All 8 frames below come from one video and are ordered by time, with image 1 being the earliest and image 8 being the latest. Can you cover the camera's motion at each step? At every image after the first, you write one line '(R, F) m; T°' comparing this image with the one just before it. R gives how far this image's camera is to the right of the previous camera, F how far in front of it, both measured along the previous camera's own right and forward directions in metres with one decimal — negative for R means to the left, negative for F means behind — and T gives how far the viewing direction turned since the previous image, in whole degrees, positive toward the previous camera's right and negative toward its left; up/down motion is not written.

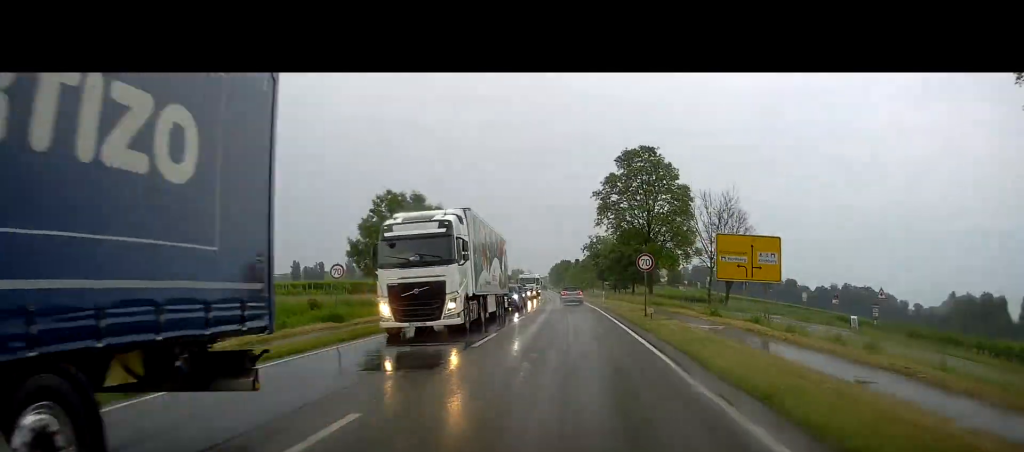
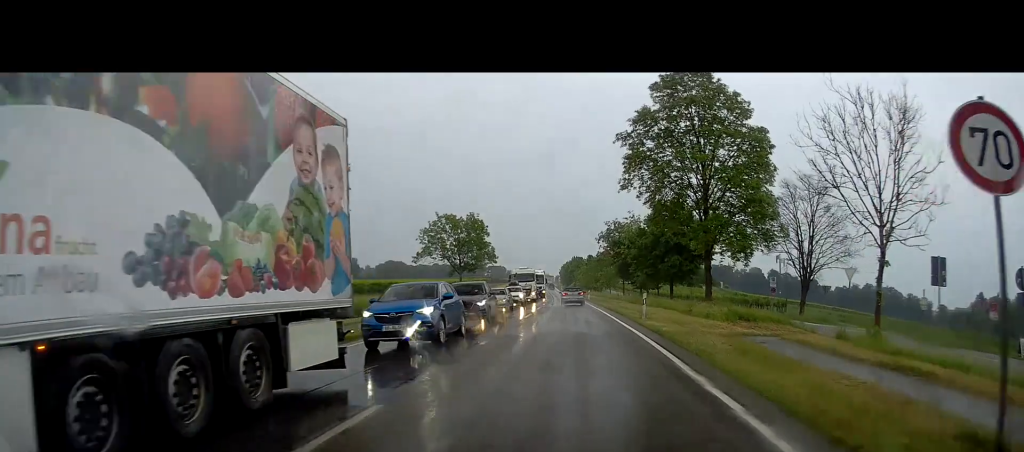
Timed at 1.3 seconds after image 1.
(-0.1, +23.5) m; -1°
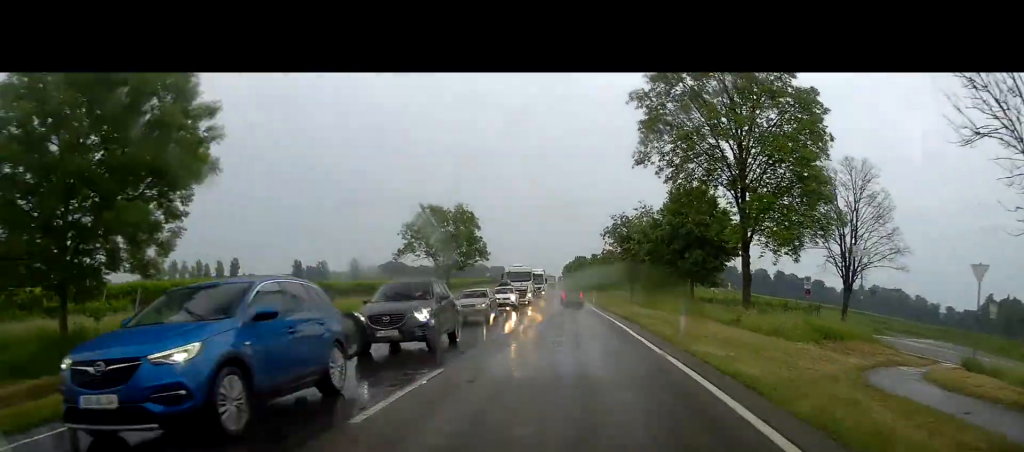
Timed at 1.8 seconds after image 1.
(-0.1, +8.8) m; -1°
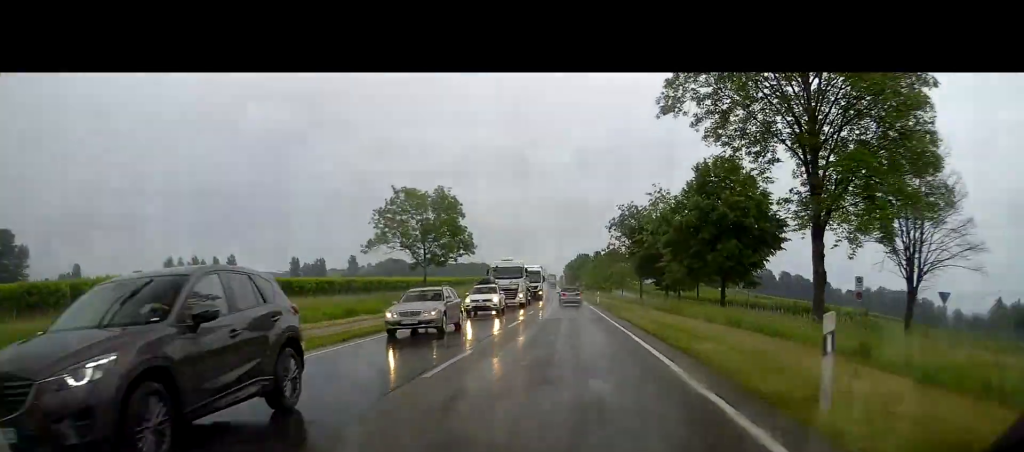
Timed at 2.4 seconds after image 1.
(-0.2, +9.9) m; -1°
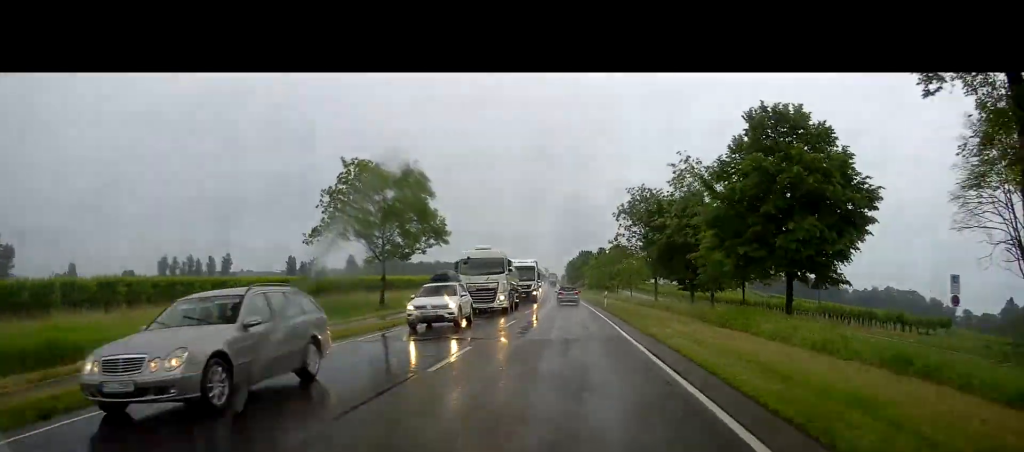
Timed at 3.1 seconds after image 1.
(0.0, +12.2) m; -1°
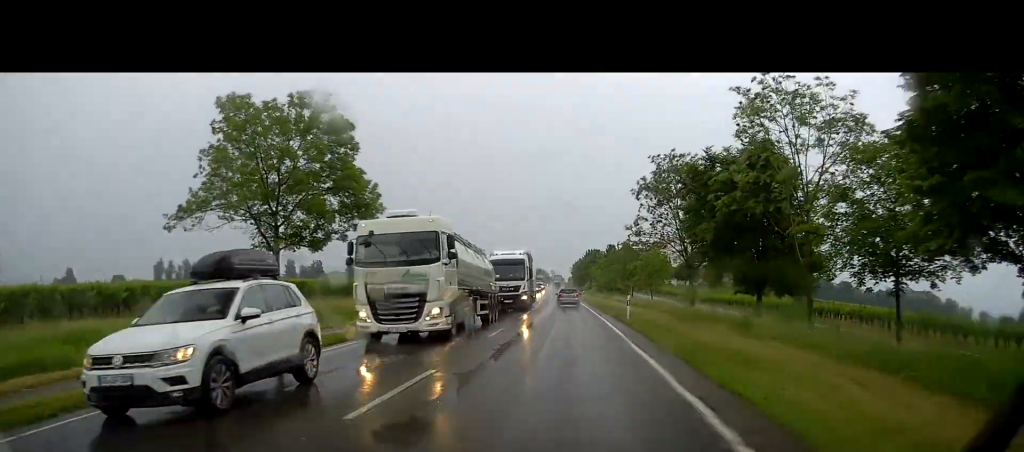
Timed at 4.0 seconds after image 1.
(-0.1, +16.1) m; +1°
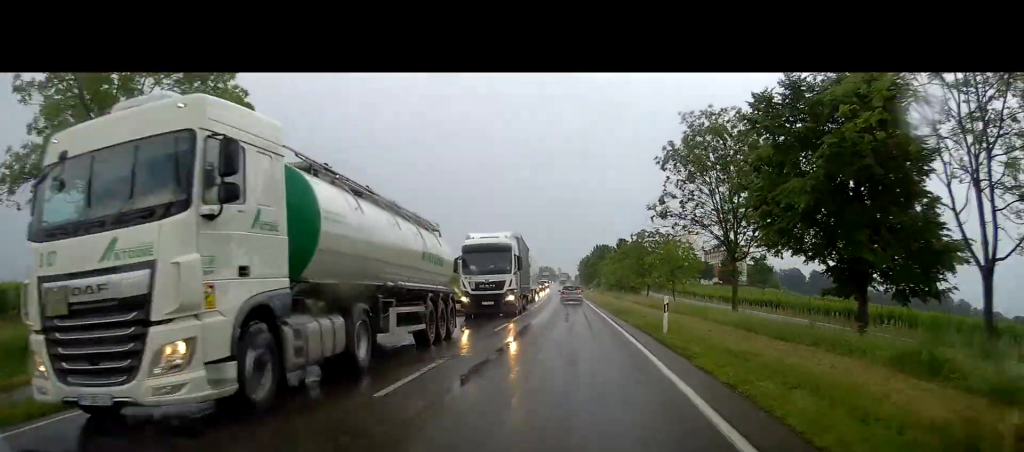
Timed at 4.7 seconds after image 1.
(0.0, +10.8) m; +1°
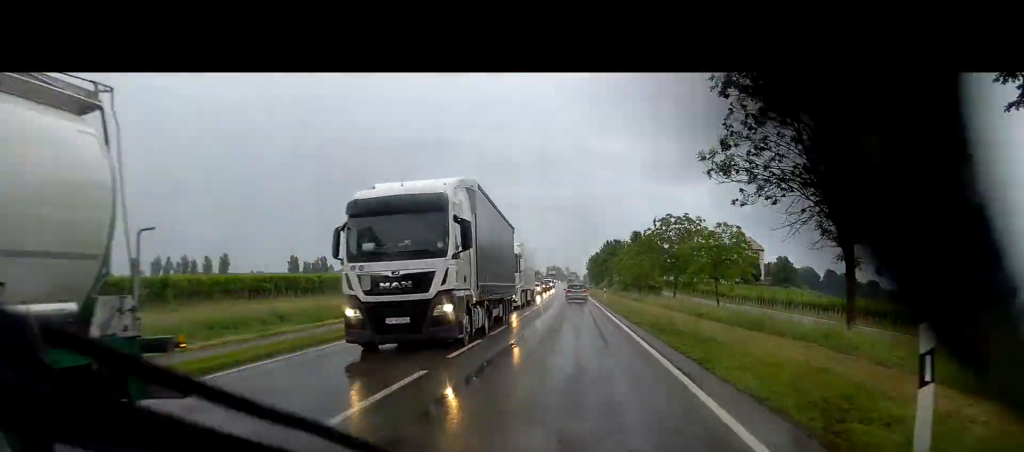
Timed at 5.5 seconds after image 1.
(+0.6, +13.7) m; +1°
